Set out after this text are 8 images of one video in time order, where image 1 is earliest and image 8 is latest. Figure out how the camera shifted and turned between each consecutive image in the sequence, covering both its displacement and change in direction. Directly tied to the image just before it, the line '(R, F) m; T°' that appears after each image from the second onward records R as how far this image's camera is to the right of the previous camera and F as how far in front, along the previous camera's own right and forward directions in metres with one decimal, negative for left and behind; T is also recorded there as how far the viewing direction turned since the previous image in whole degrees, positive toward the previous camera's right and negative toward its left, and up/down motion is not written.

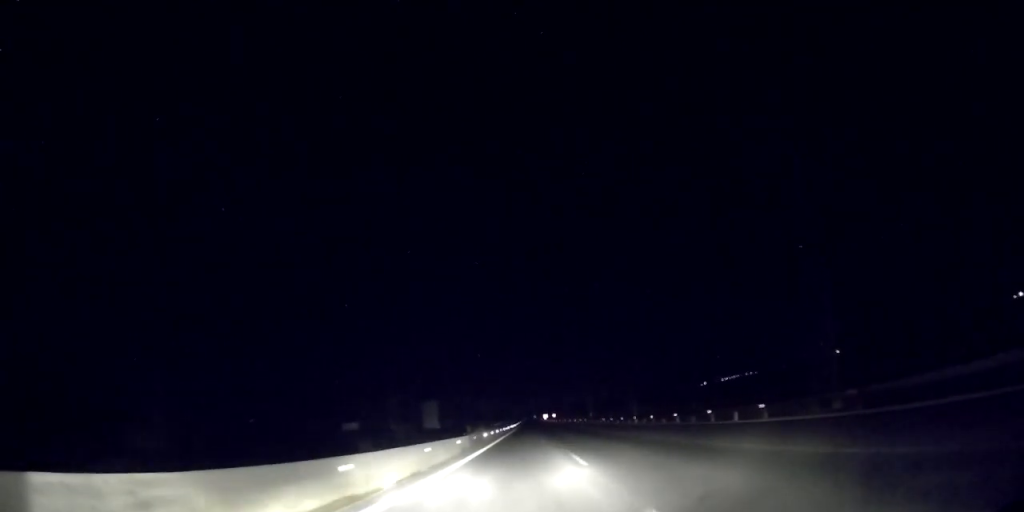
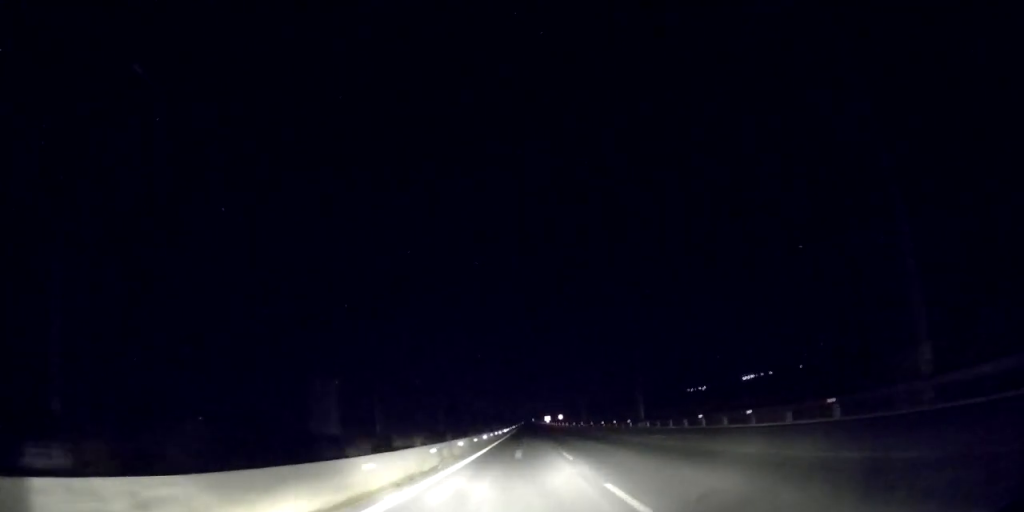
(-0.2, +47.3) m; 0°
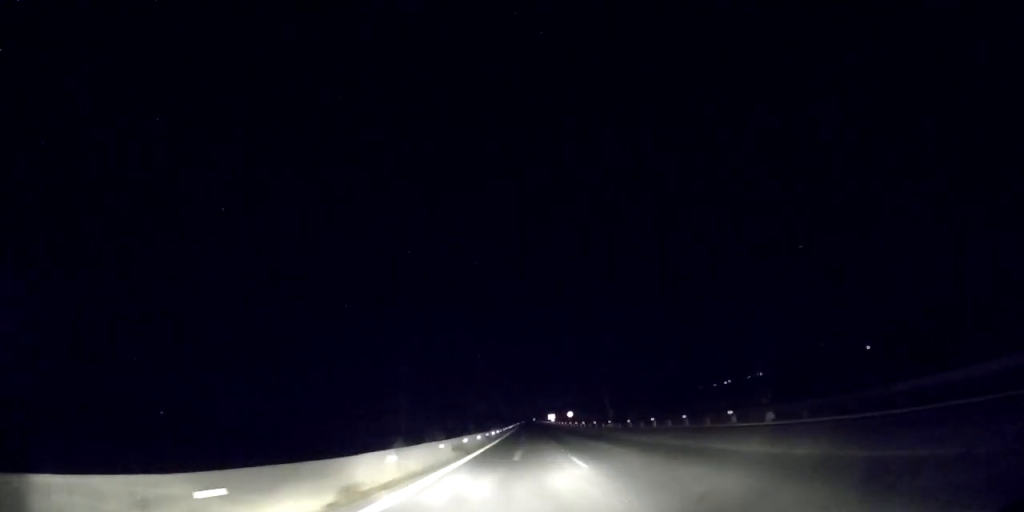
(+0.1, +29.6) m; 0°
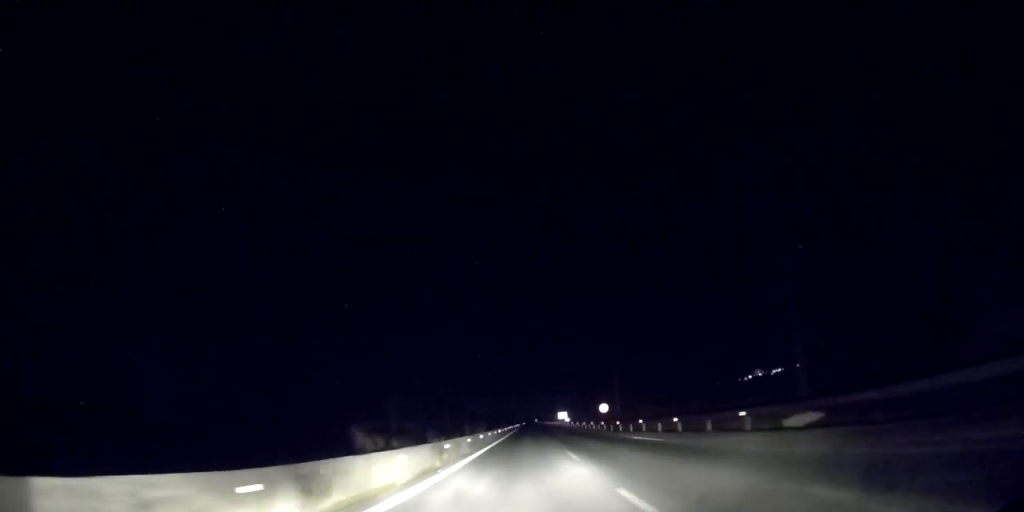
(-0.4, +46.9) m; 0°
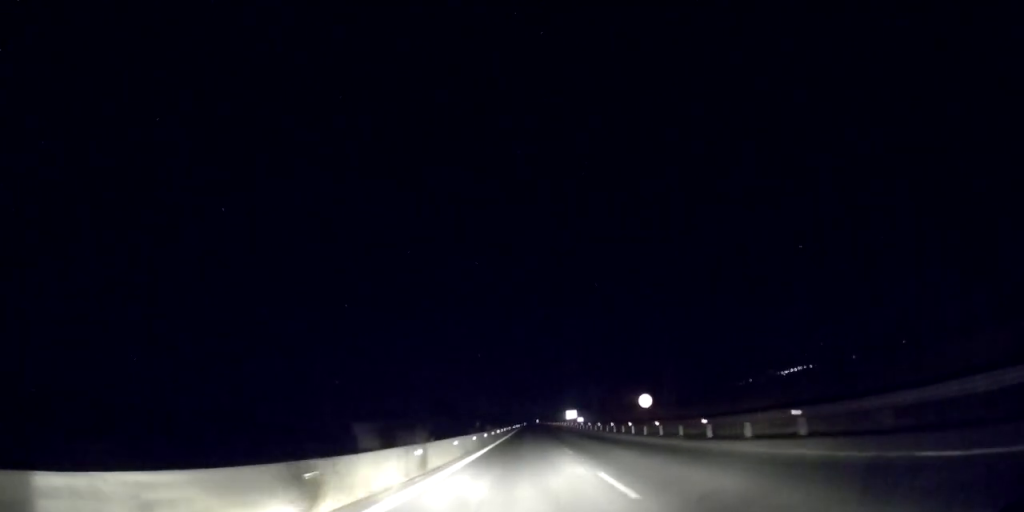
(0.0, +22.0) m; 0°
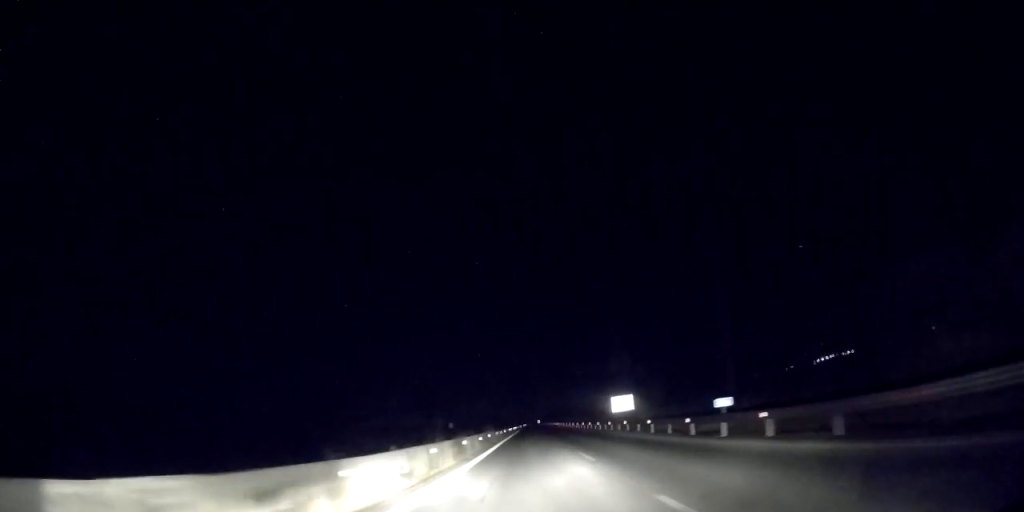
(+0.1, +54.8) m; 0°
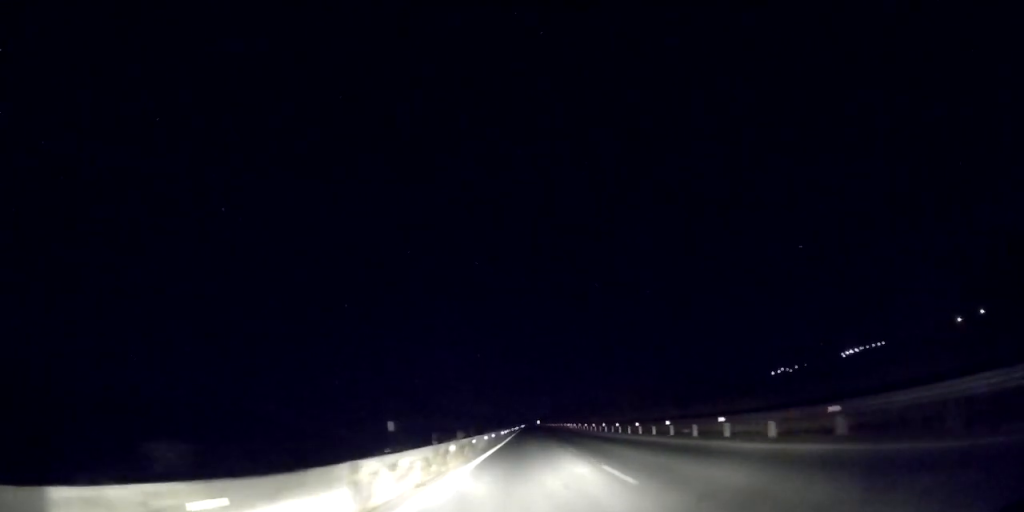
(+0.2, +44.9) m; 0°
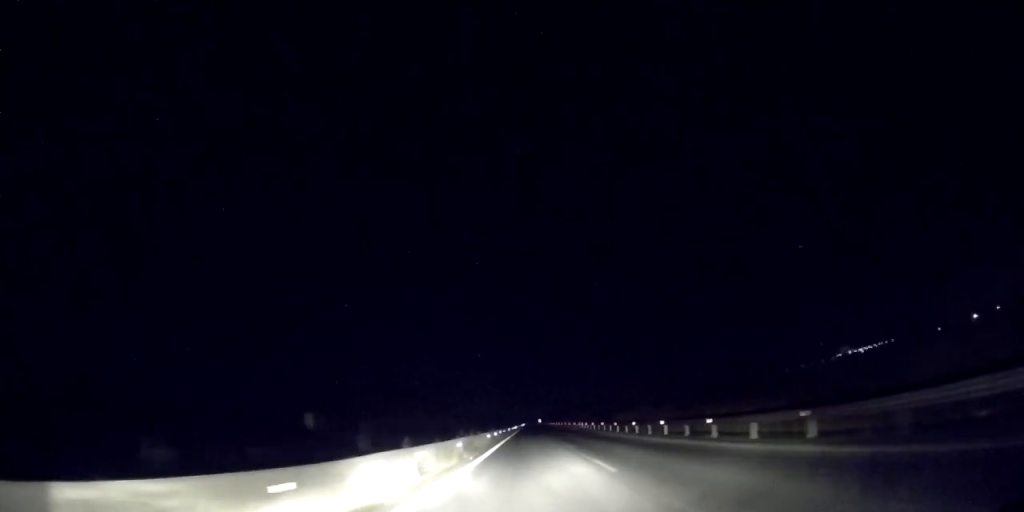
(-0.2, +22.5) m; 0°
